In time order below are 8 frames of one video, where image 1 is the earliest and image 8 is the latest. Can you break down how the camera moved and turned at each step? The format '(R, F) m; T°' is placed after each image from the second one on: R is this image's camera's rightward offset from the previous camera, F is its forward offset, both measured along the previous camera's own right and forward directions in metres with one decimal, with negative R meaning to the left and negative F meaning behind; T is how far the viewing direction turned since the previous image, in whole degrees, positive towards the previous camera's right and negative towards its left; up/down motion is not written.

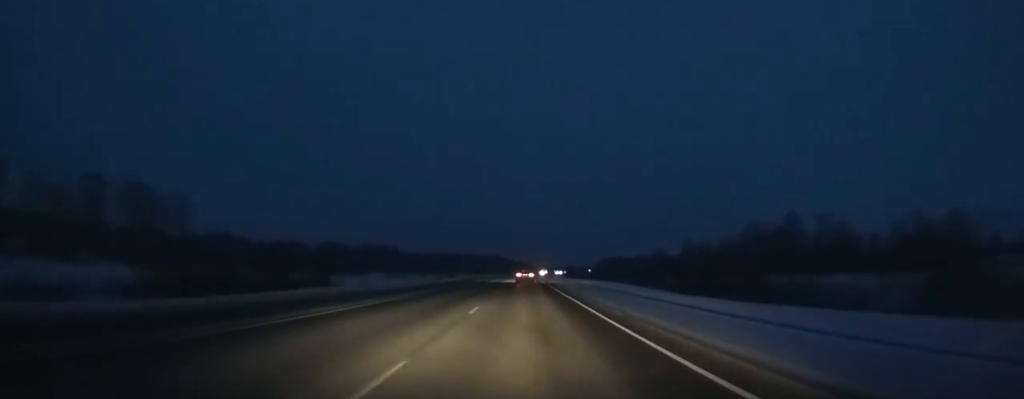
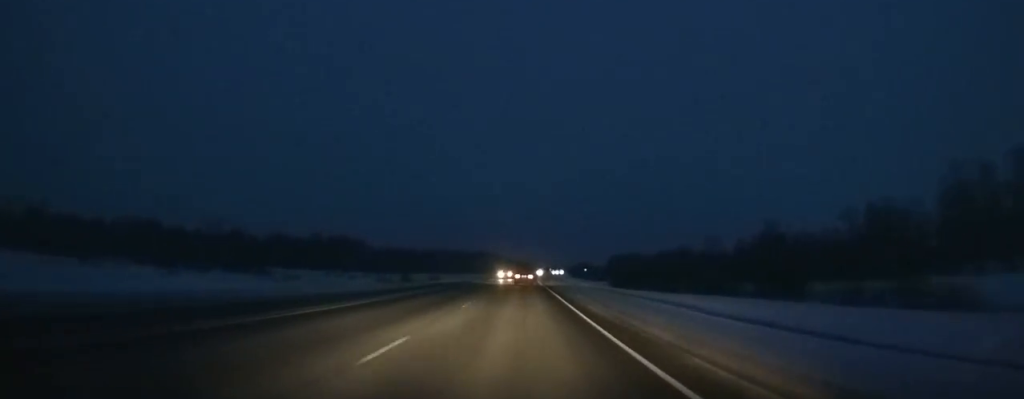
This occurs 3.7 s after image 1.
(+0.1, +92.0) m; 0°
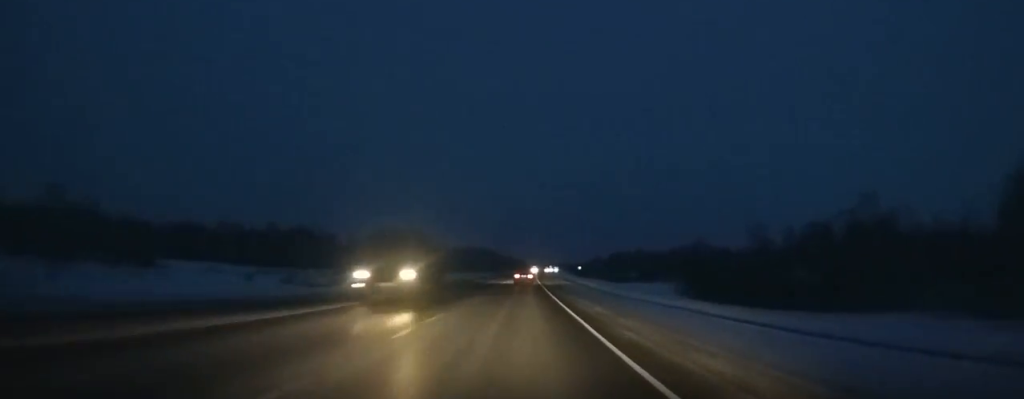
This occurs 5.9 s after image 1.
(+0.1, +53.8) m; 0°
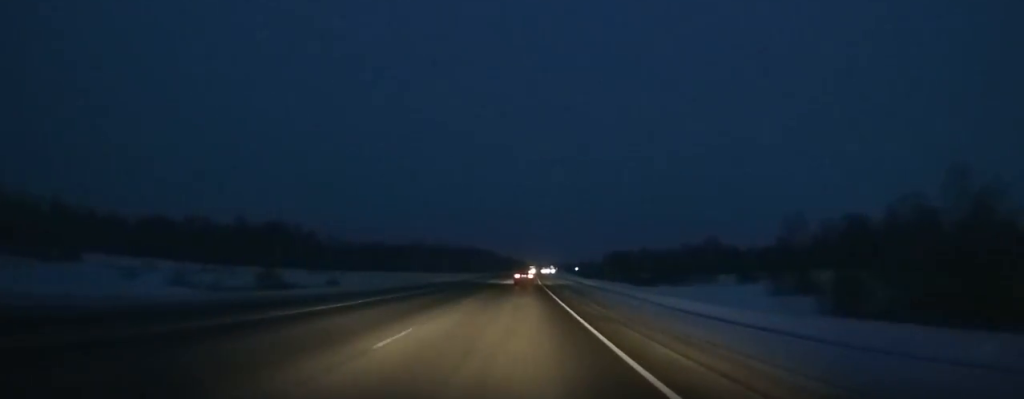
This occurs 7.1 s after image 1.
(-0.1, +29.3) m; 0°
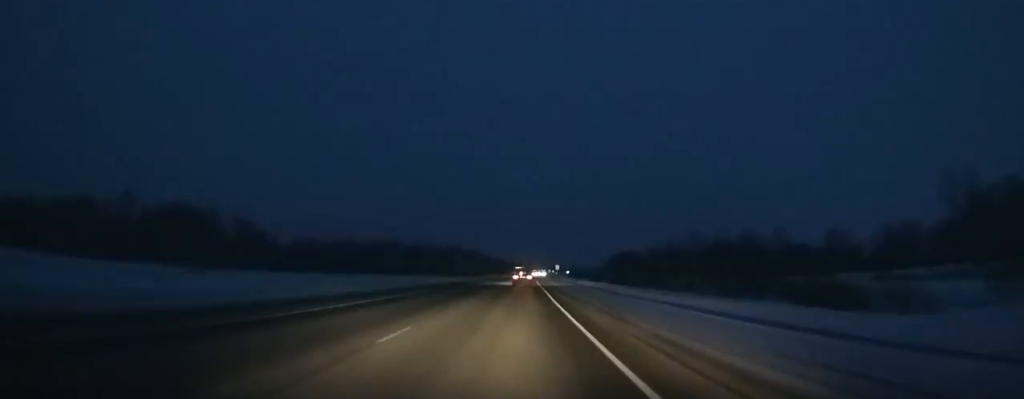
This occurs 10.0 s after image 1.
(+0.5, +70.1) m; +1°
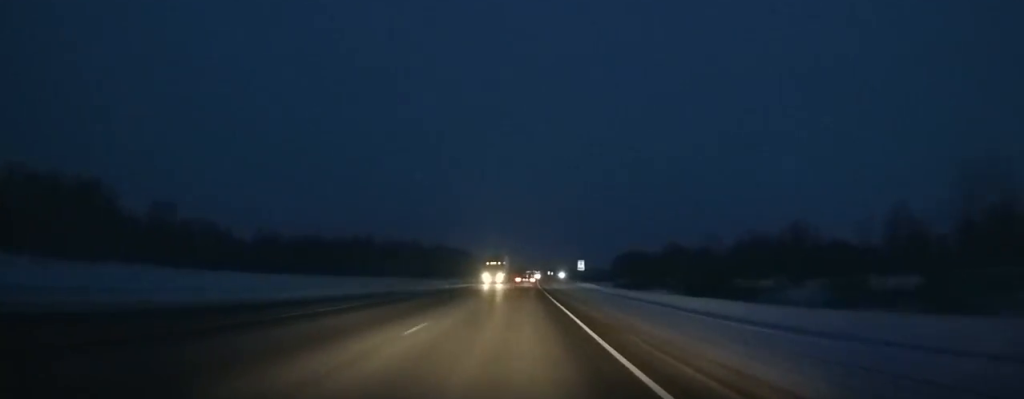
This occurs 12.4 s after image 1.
(+0.3, +57.8) m; +1°
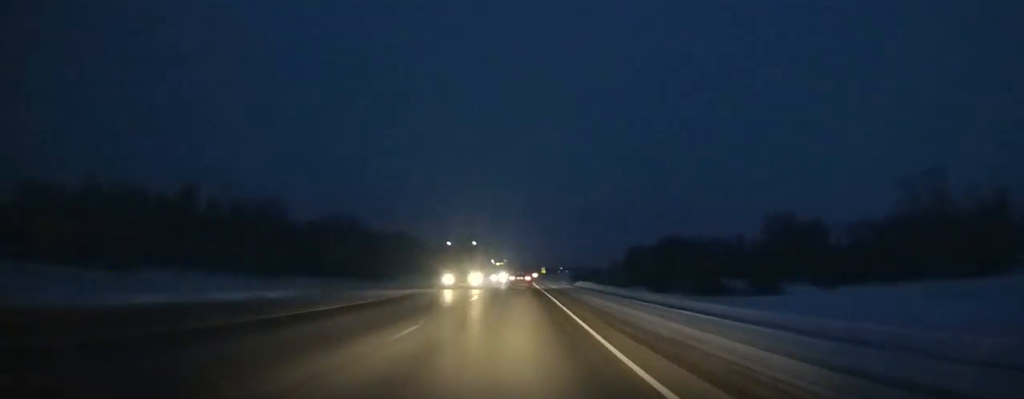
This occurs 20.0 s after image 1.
(+3.8, +179.7) m; +1°
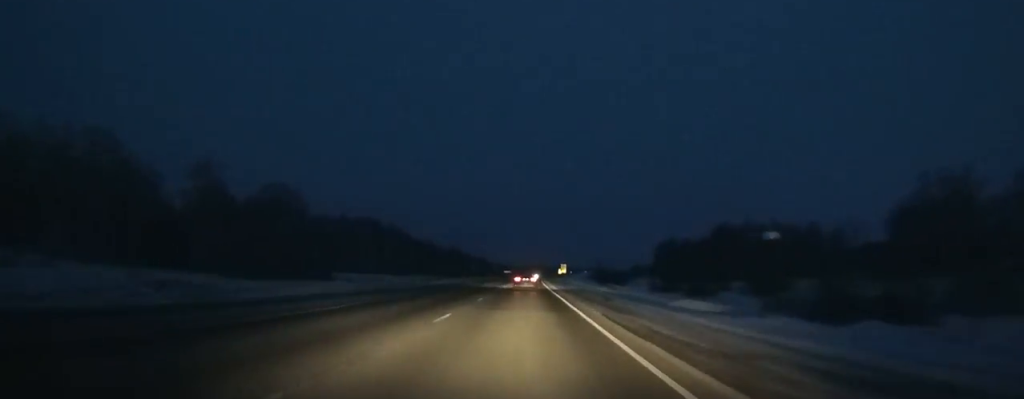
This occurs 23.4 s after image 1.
(-0.3, +78.4) m; 0°
